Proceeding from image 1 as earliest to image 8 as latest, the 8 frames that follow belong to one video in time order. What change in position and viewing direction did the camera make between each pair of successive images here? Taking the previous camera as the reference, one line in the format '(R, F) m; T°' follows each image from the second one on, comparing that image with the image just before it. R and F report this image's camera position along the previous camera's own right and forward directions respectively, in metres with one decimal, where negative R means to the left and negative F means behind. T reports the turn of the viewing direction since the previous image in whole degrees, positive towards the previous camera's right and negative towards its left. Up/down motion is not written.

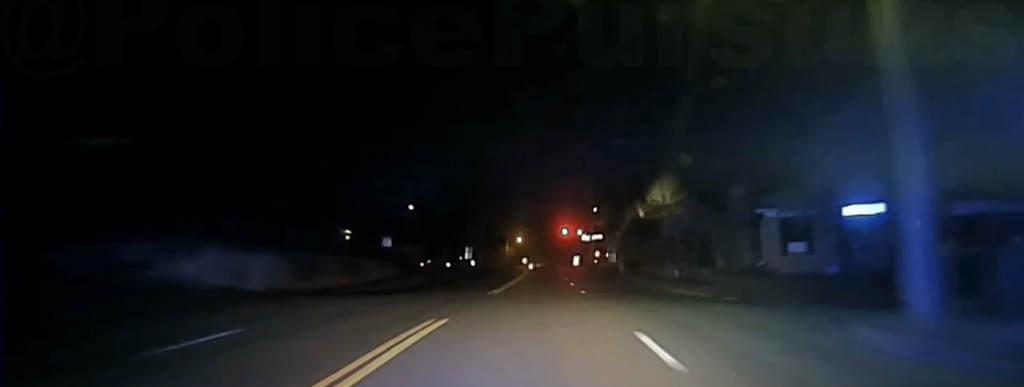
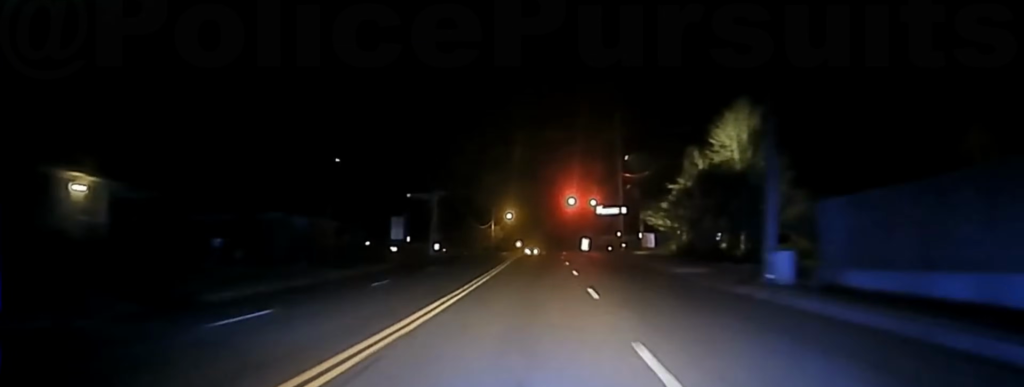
(0.0, +42.6) m; 0°
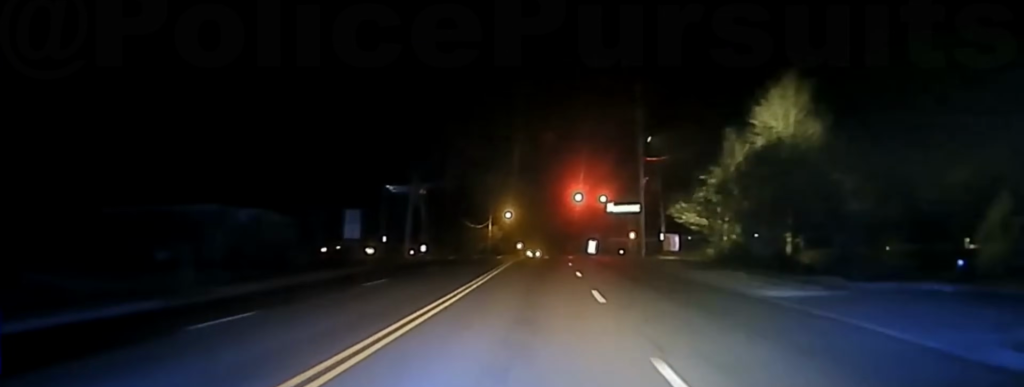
(0.0, +12.0) m; 0°
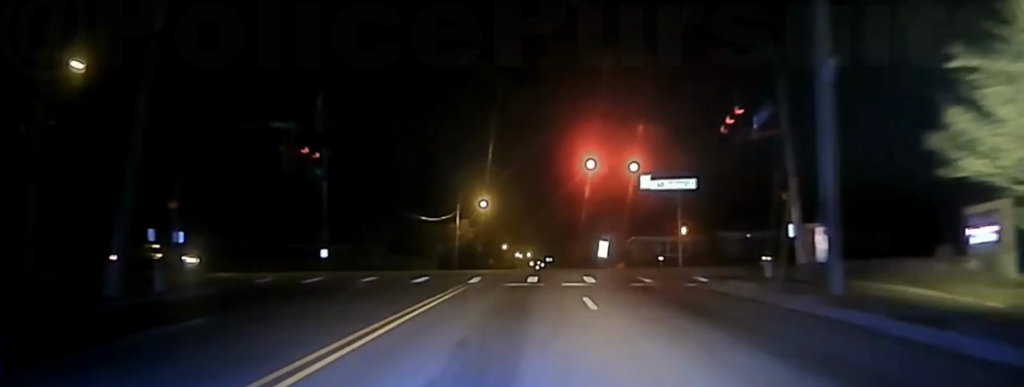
(+0.3, +34.8) m; +1°
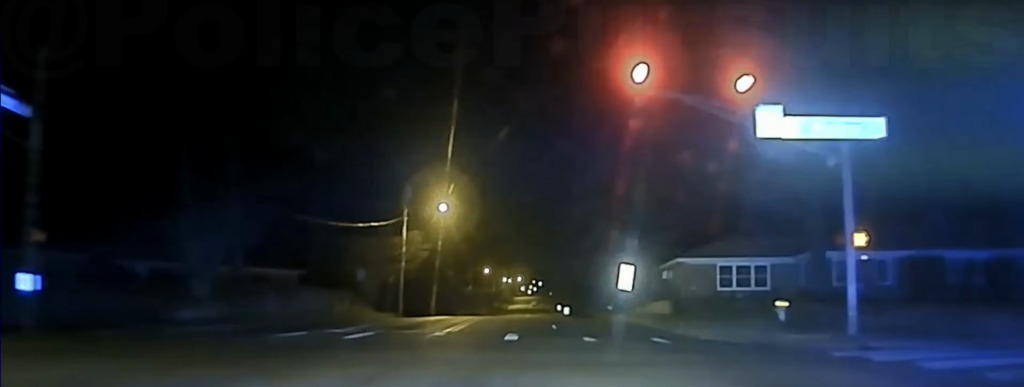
(+0.2, +34.2) m; -1°
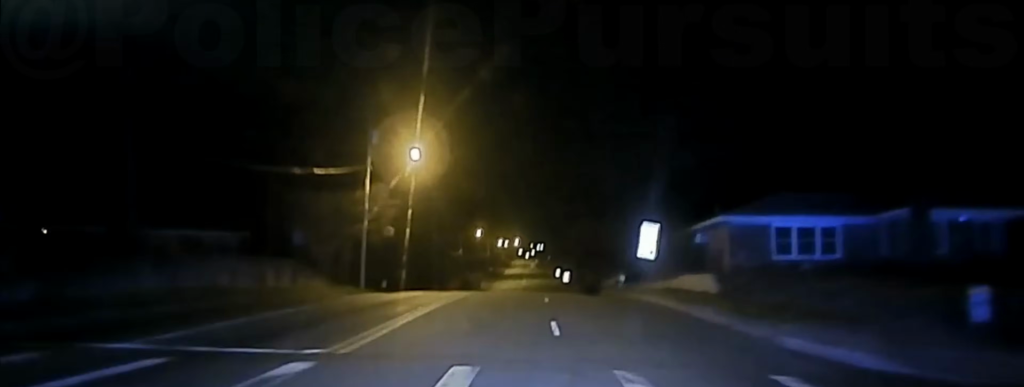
(-0.2, +14.3) m; -1°
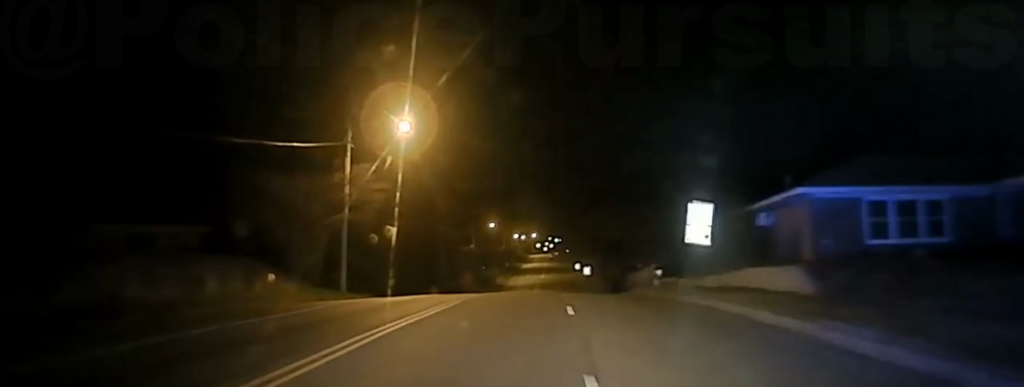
(-0.1, +10.3) m; 0°
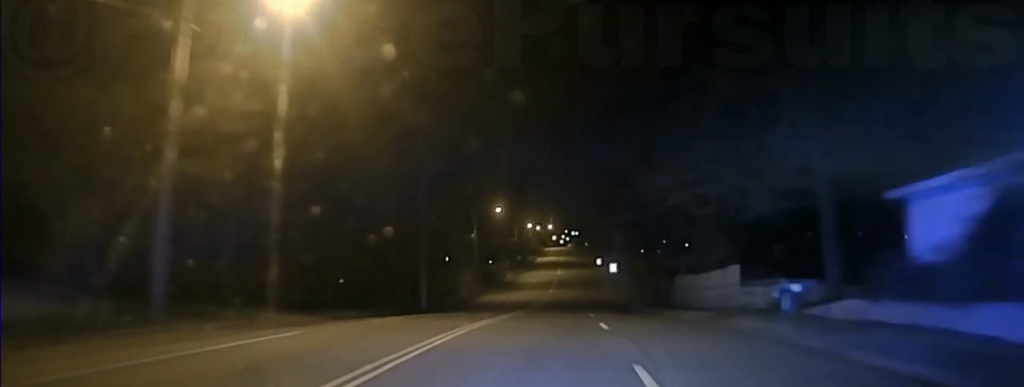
(-0.1, +25.6) m; 0°
